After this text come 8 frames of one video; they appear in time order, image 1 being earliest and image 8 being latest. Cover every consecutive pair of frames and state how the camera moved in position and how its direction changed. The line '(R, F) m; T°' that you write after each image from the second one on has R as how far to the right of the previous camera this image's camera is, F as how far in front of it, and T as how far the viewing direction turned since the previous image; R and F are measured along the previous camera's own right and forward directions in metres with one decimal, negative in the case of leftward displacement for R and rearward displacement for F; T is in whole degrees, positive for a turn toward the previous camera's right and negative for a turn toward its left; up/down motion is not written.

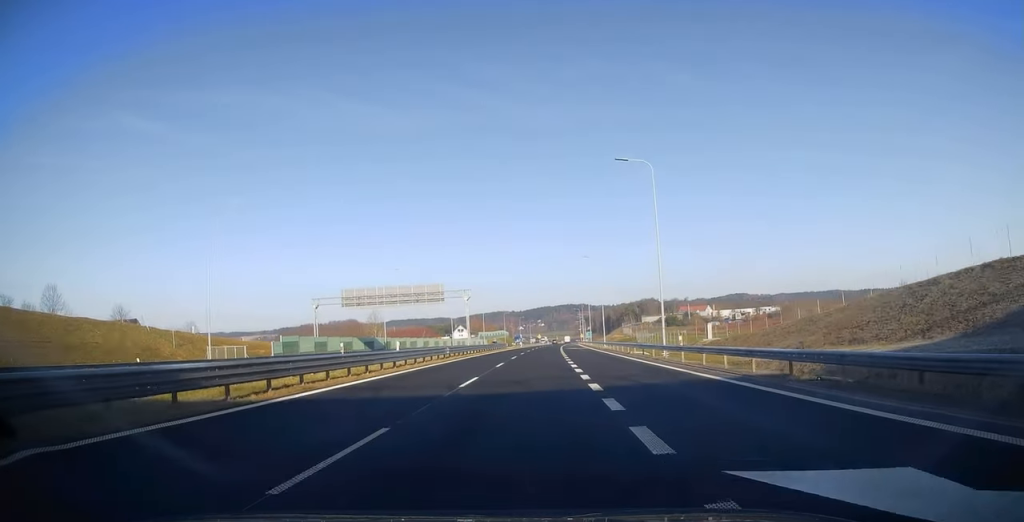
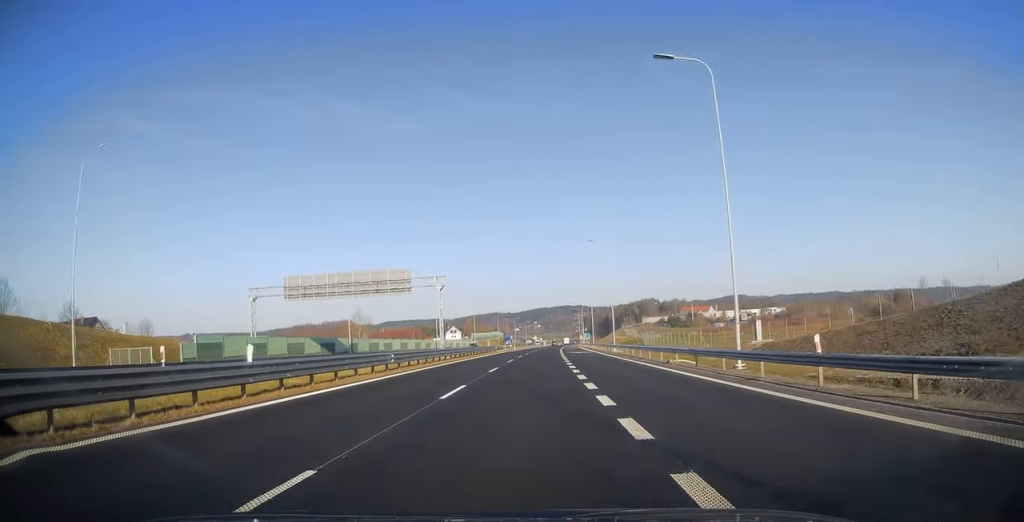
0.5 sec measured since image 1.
(0.0, +14.9) m; 0°
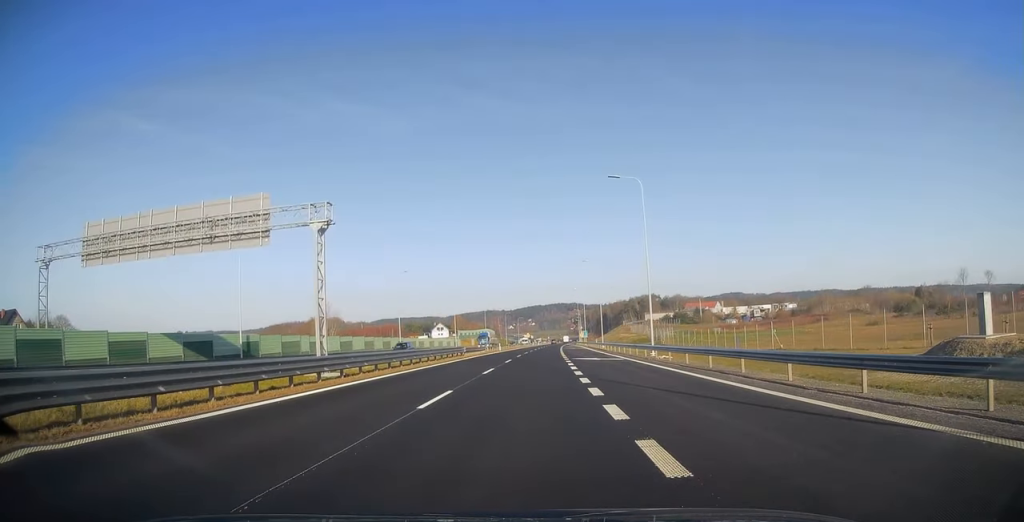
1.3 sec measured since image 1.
(0.0, +26.2) m; 0°
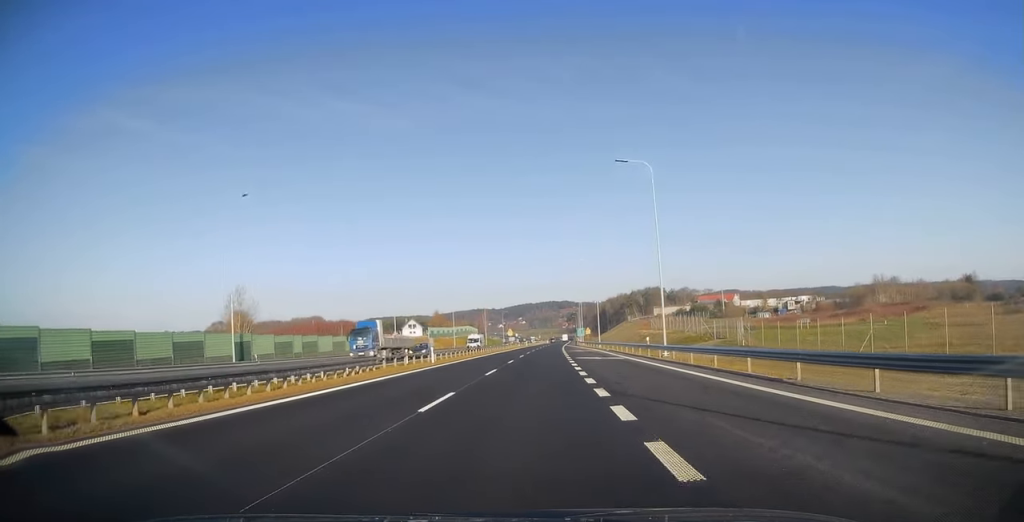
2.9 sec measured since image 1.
(+0.1, +48.3) m; +1°
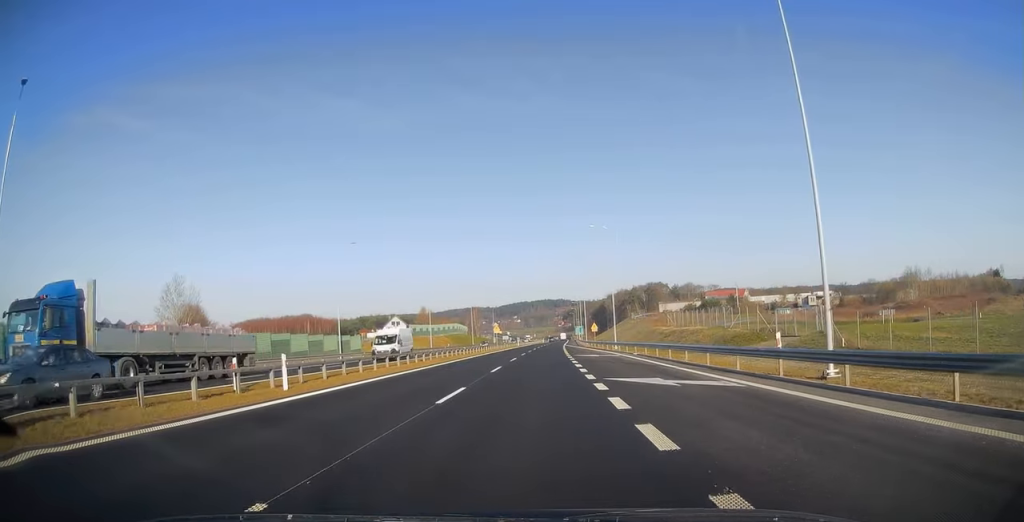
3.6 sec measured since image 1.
(+0.3, +22.6) m; +1°
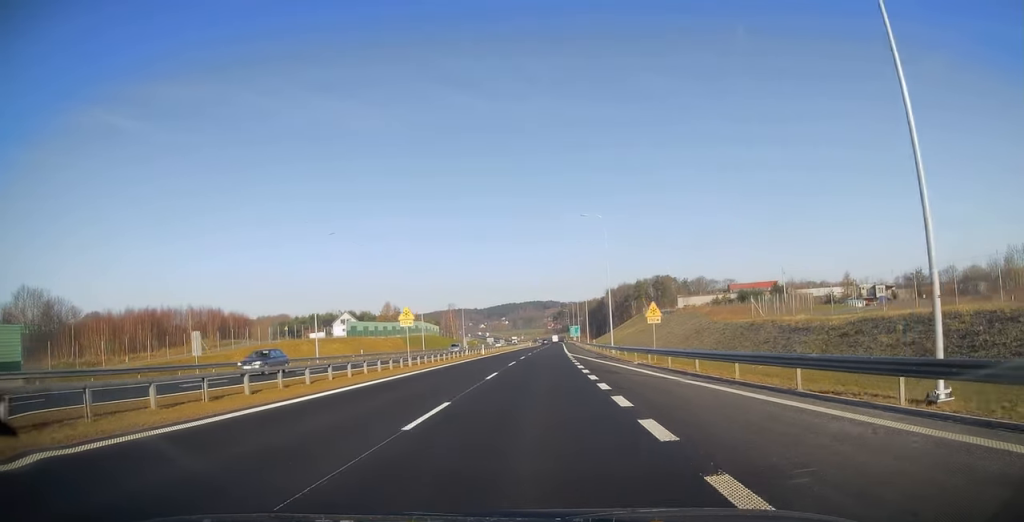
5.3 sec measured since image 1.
(+0.4, +51.4) m; 0°
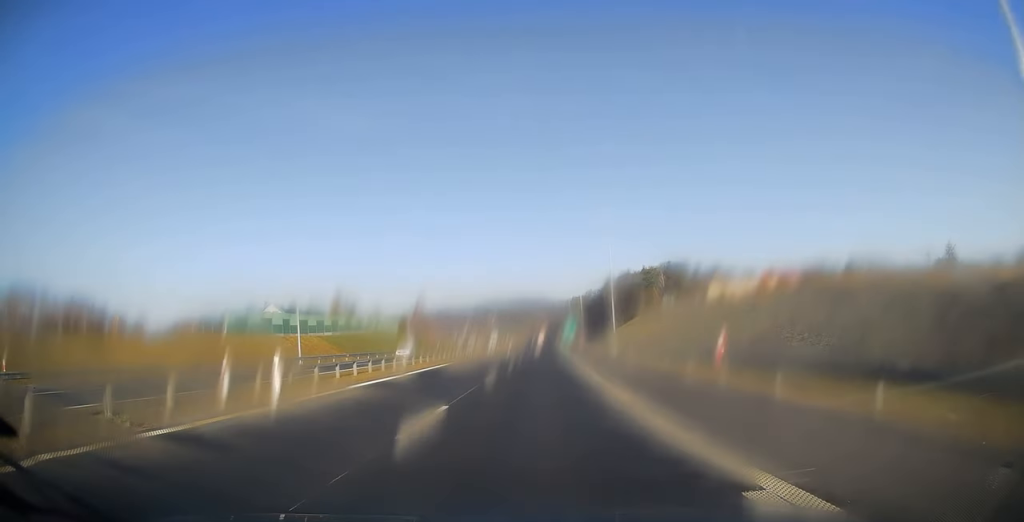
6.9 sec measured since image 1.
(+0.2, +48.7) m; 0°
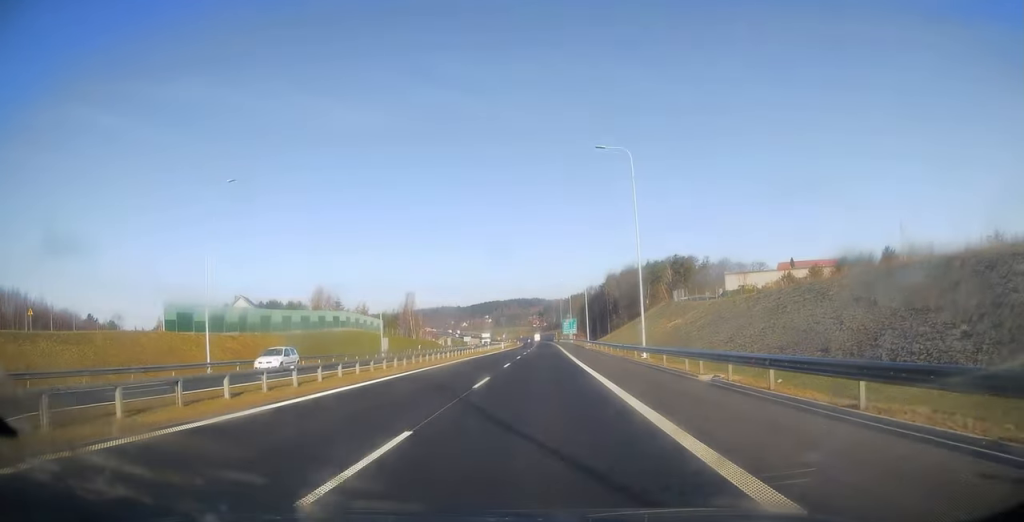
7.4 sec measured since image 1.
(0.0, +15.3) m; 0°
